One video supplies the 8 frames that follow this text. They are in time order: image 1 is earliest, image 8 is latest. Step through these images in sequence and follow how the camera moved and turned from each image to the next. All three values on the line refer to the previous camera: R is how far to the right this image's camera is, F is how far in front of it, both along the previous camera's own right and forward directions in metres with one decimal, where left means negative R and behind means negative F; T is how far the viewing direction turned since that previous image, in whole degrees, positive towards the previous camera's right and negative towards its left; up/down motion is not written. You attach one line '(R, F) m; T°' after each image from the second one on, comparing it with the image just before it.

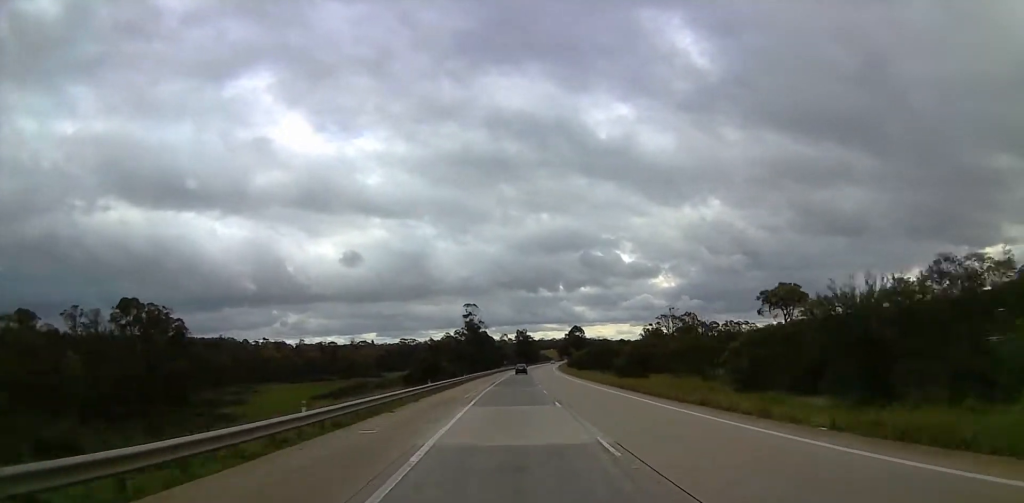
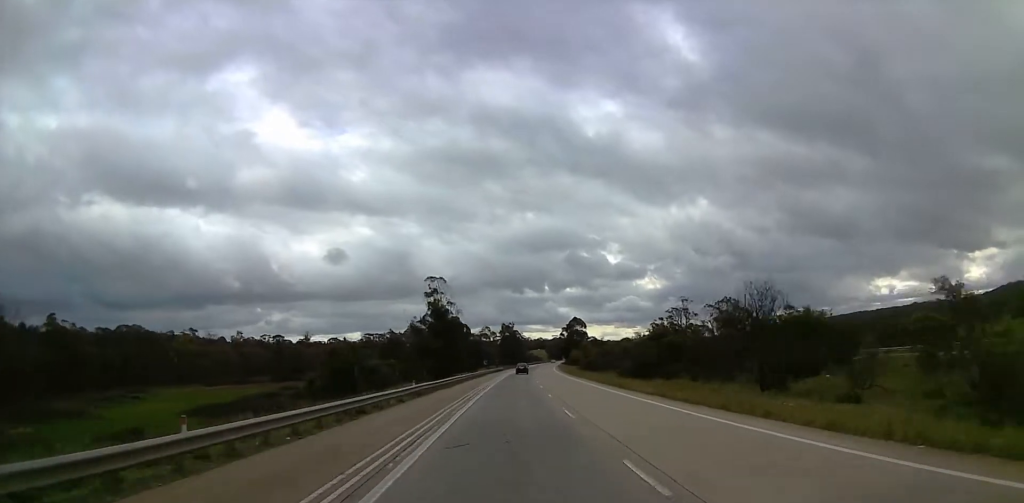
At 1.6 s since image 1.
(+0.8, +52.5) m; +4°
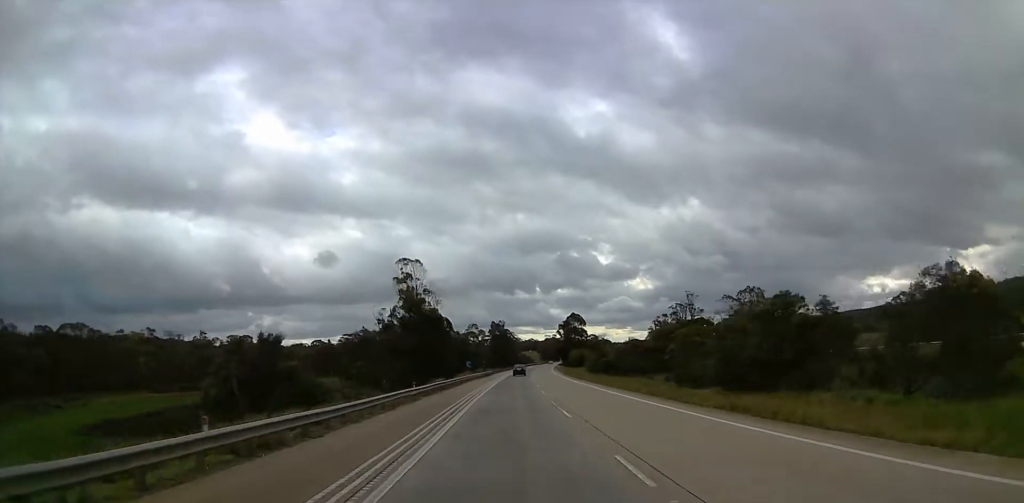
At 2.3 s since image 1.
(+0.9, +21.5) m; +2°
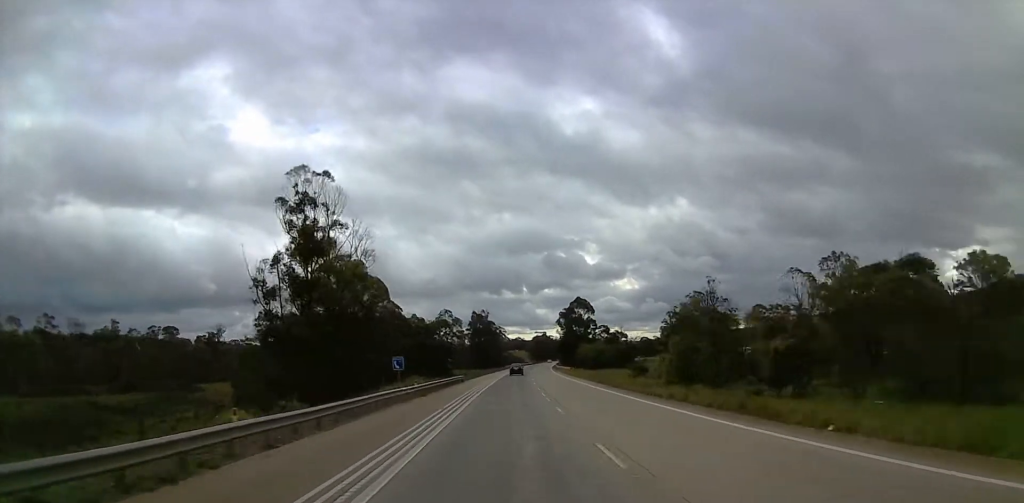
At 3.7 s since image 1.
(+0.2, +40.5) m; 0°
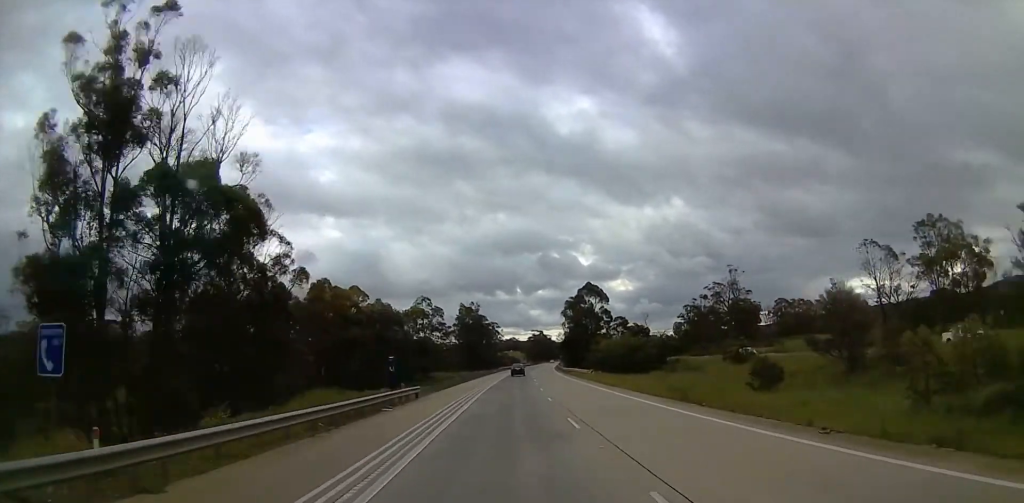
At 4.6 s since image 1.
(0.0, +25.1) m; 0°
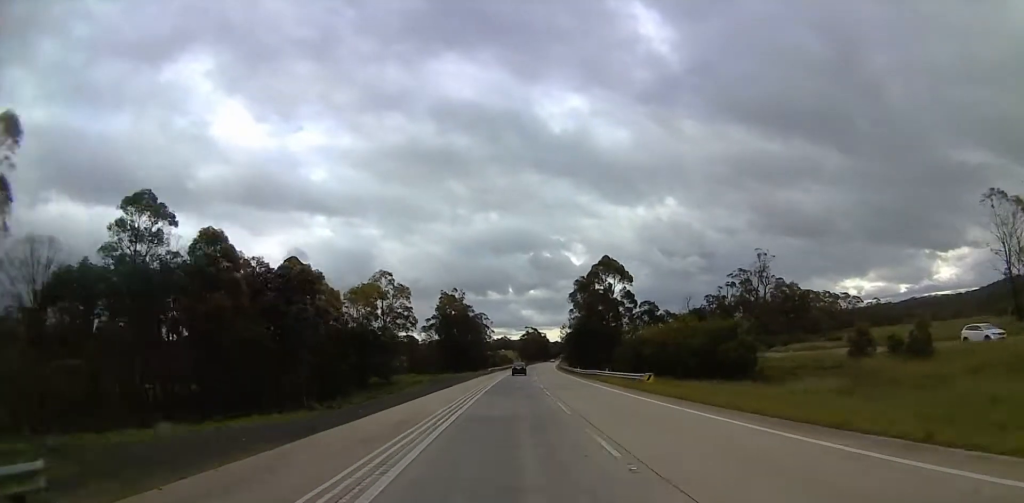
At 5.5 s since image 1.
(0.0, +25.8) m; 0°
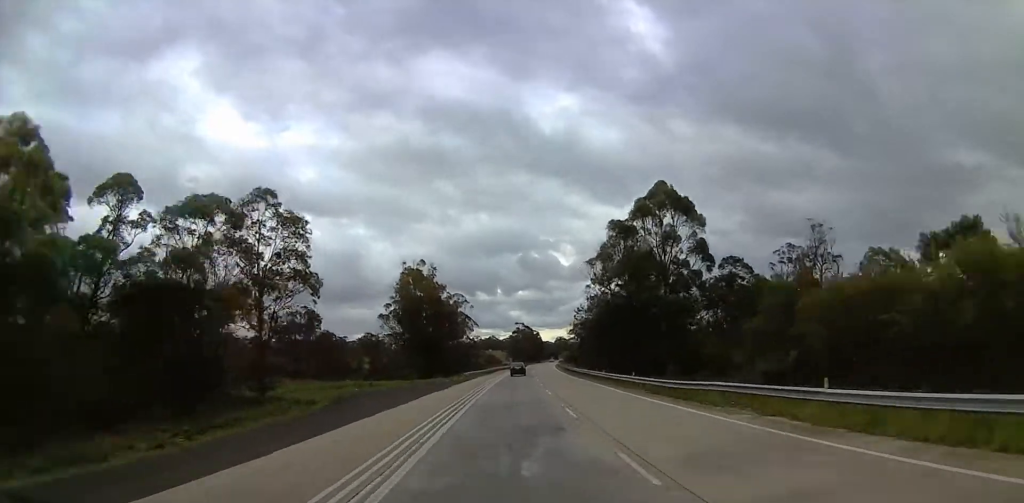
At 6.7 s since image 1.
(0.0, +33.3) m; 0°
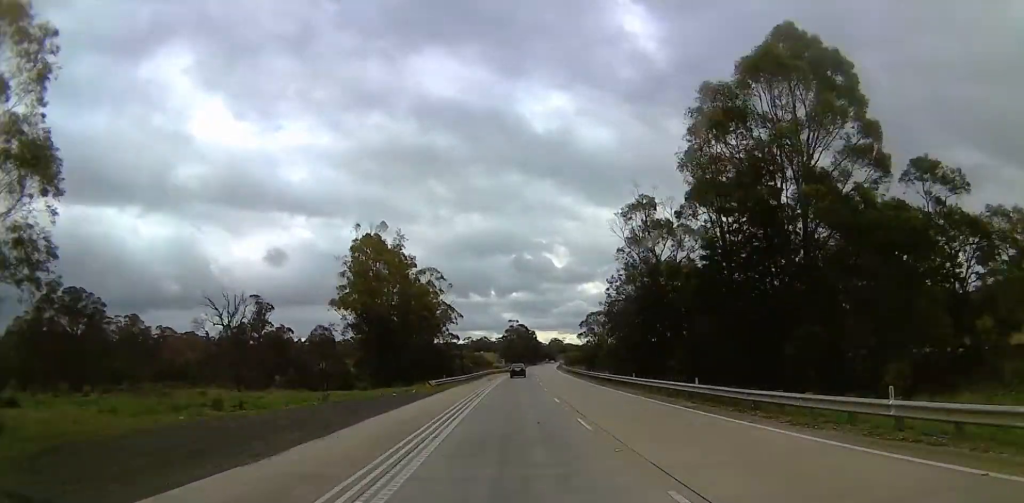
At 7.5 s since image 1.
(0.0, +24.0) m; 0°
